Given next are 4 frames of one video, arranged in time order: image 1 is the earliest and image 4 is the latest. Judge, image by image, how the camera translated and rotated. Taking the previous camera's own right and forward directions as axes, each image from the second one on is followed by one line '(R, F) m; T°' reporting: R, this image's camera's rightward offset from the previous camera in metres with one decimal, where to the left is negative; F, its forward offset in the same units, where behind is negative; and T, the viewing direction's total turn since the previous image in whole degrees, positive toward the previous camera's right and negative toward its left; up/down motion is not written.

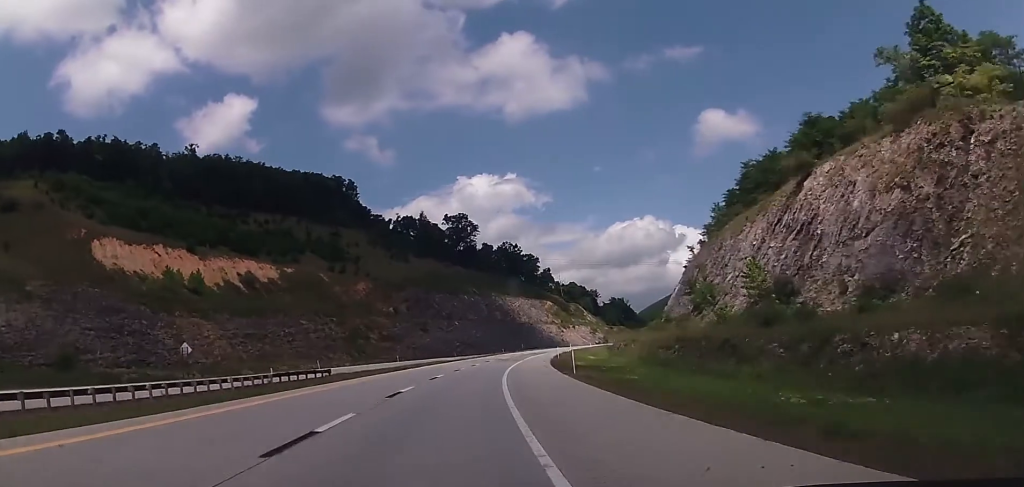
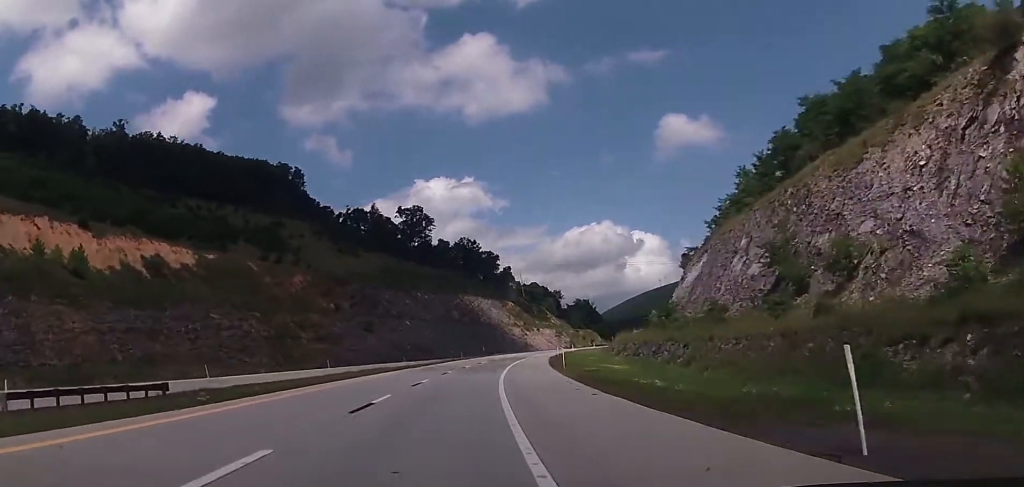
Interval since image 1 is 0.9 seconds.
(+1.3, +30.3) m; +4°
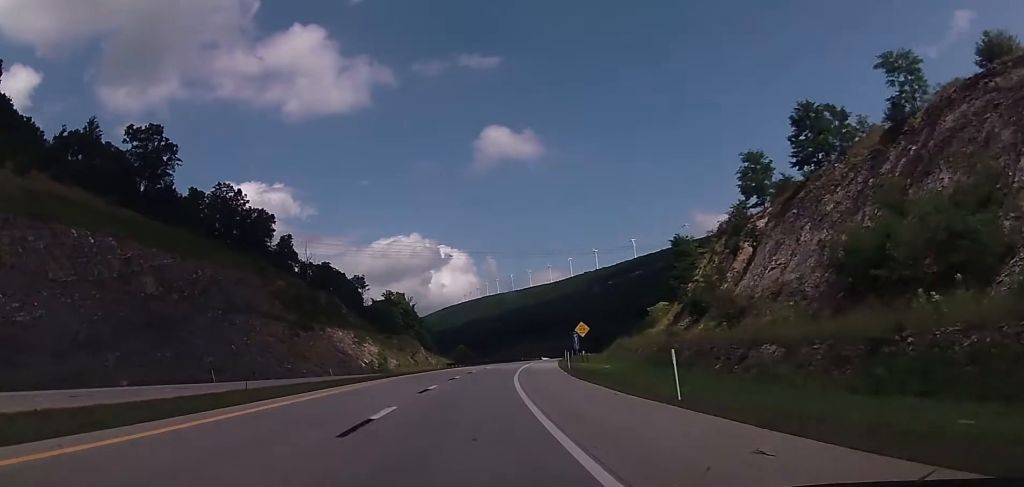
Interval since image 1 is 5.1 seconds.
(+18.7, +135.1) m; +17°
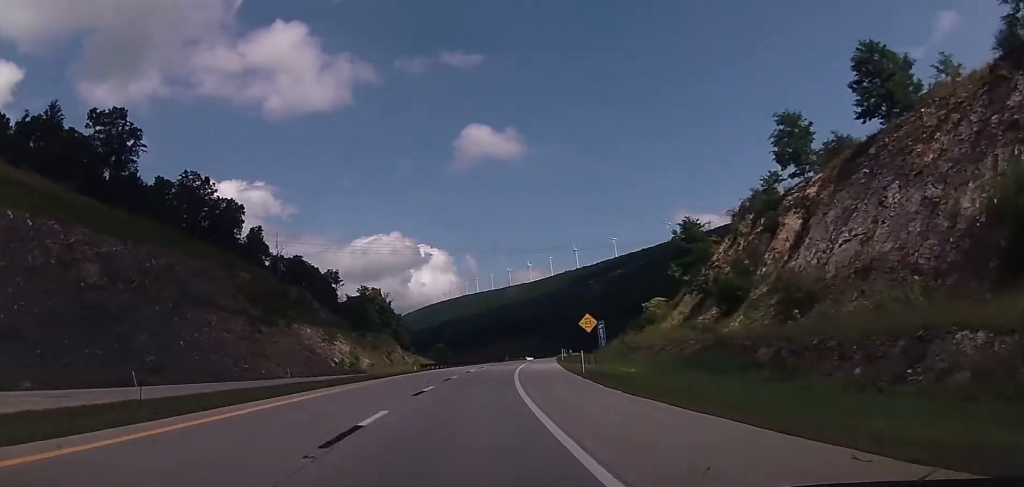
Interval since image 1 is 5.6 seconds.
(+0.5, +14.4) m; +2°
